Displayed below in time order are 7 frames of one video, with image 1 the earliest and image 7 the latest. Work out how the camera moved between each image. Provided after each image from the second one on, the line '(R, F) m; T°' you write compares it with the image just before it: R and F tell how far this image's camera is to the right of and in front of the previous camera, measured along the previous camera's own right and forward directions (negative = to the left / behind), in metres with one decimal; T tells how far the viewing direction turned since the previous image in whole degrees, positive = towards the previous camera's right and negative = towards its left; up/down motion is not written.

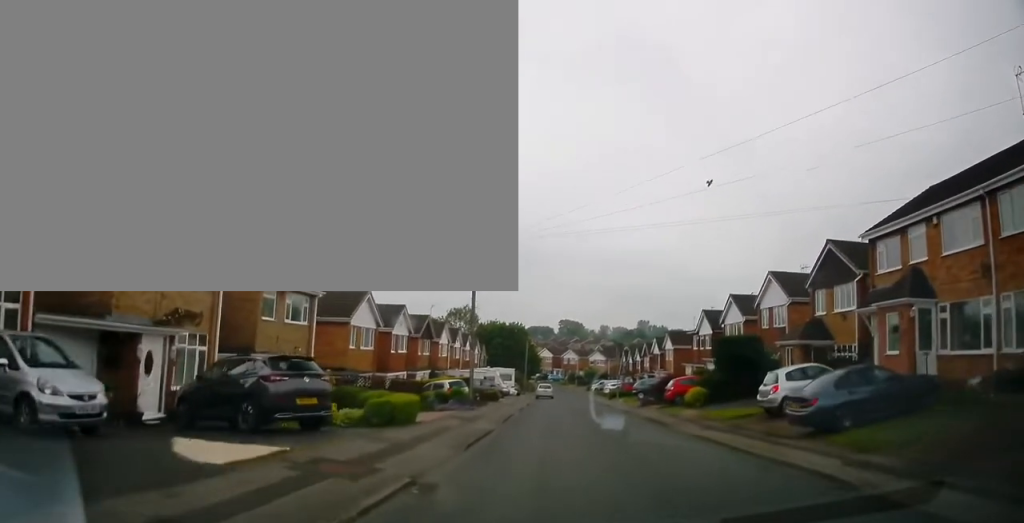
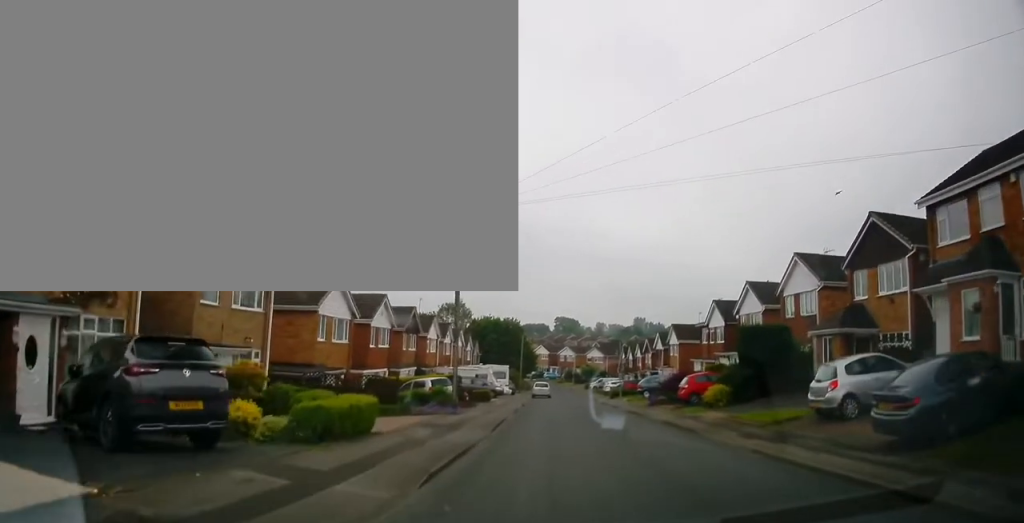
(0.0, +4.3) m; +2°
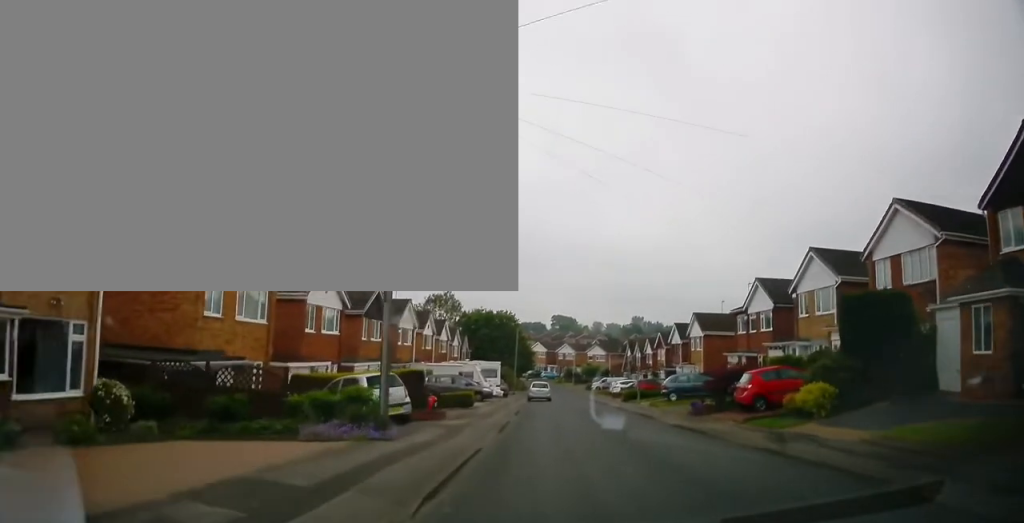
(0.0, +10.1) m; -2°
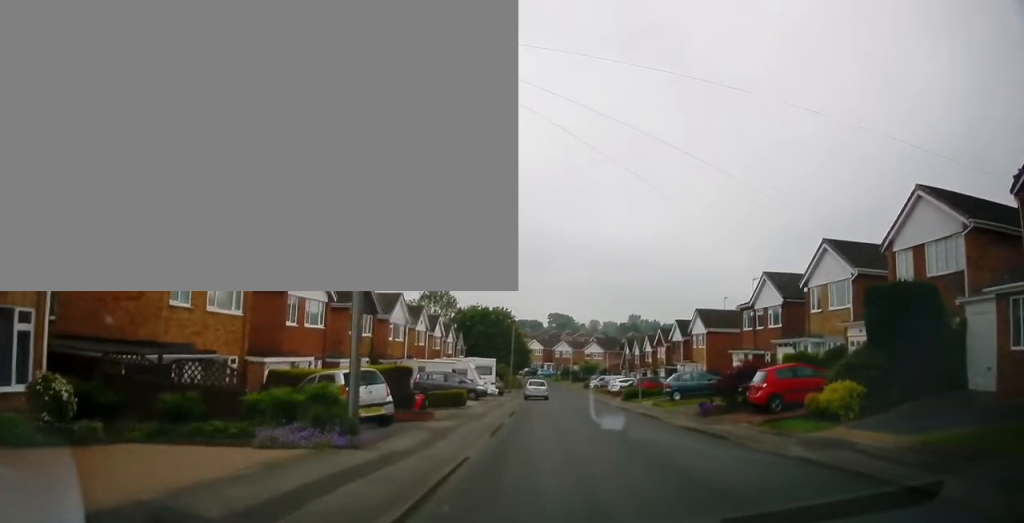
(0.0, +1.9) m; +1°
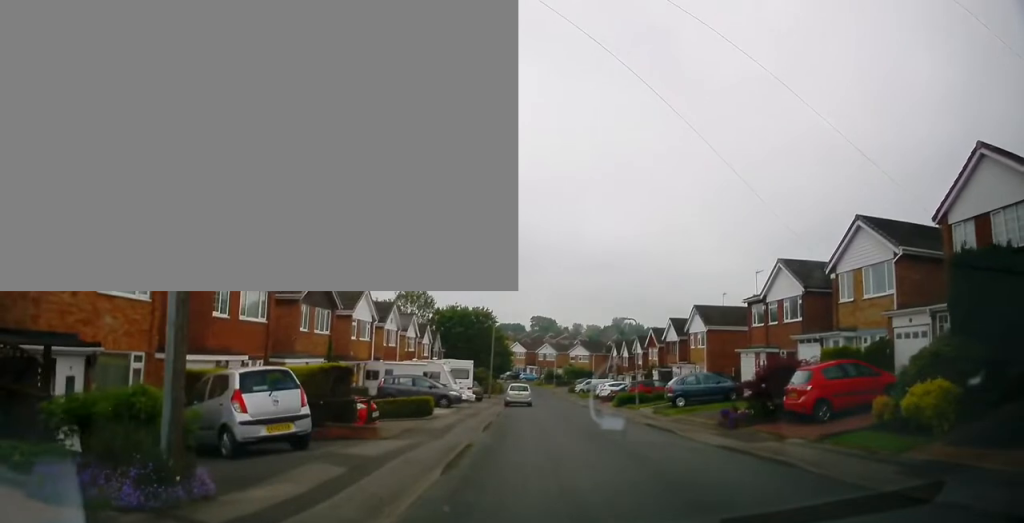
(+0.1, +4.9) m; +3°
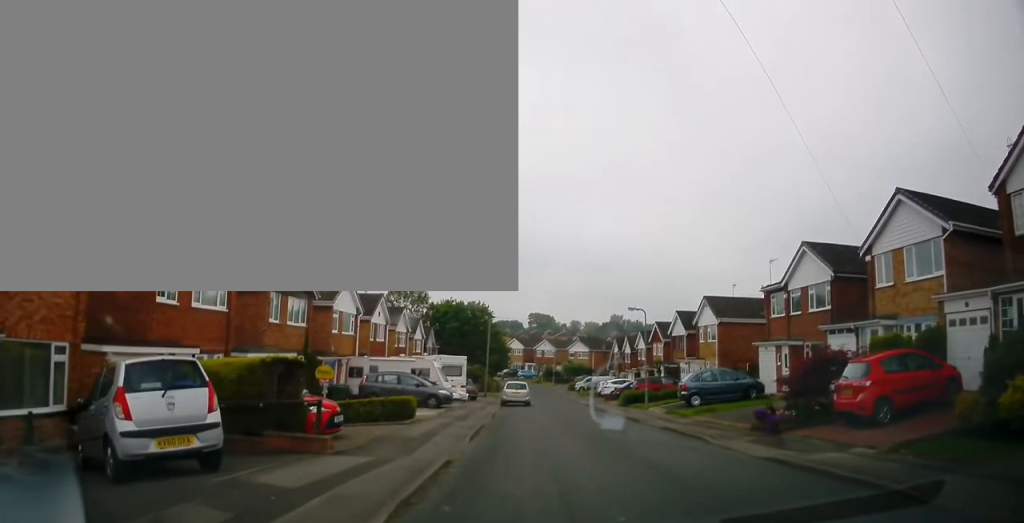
(+0.2, +4.2) m; +3°
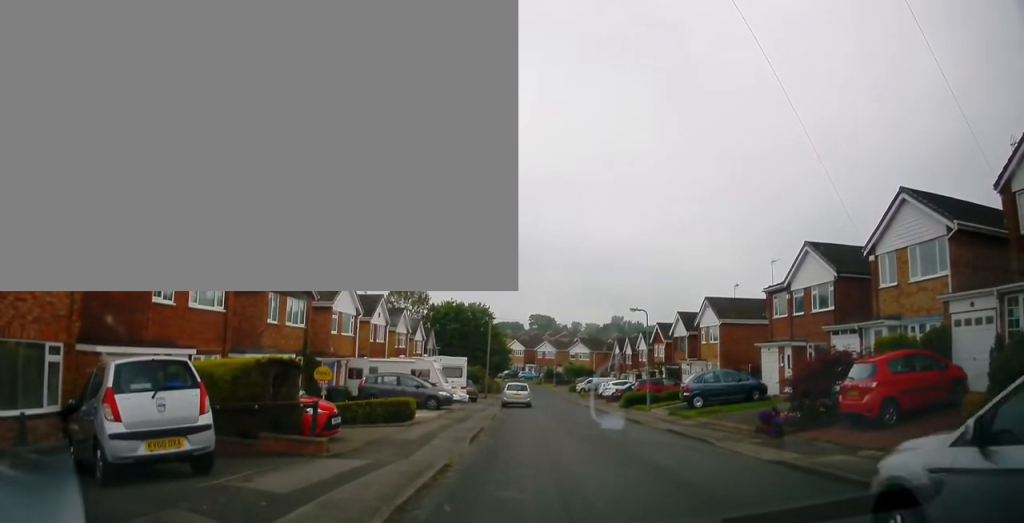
(+0.1, +0.8) m; 0°
